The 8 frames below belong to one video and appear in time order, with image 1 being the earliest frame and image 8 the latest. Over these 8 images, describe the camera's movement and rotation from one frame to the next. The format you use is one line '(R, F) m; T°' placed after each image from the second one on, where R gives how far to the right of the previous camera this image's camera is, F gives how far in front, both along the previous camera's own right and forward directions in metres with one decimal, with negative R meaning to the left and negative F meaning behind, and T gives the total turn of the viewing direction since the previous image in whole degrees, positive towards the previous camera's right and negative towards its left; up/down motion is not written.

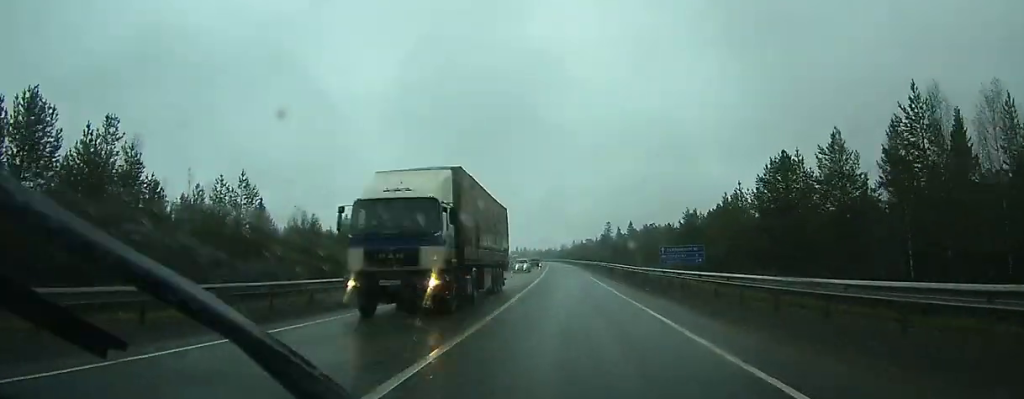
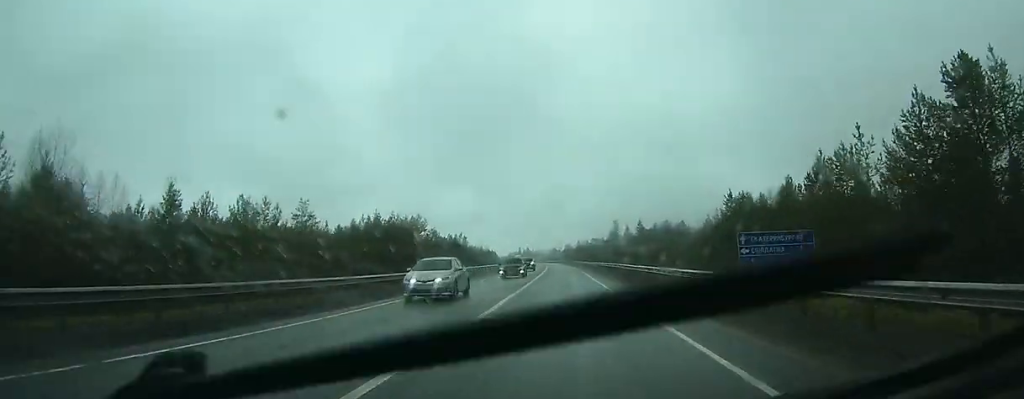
(-0.1, +23.2) m; 0°
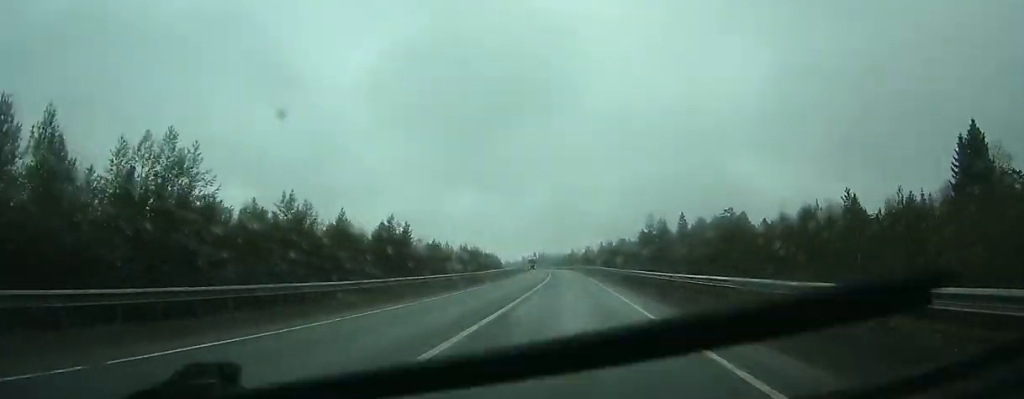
(-0.2, +66.3) m; -1°
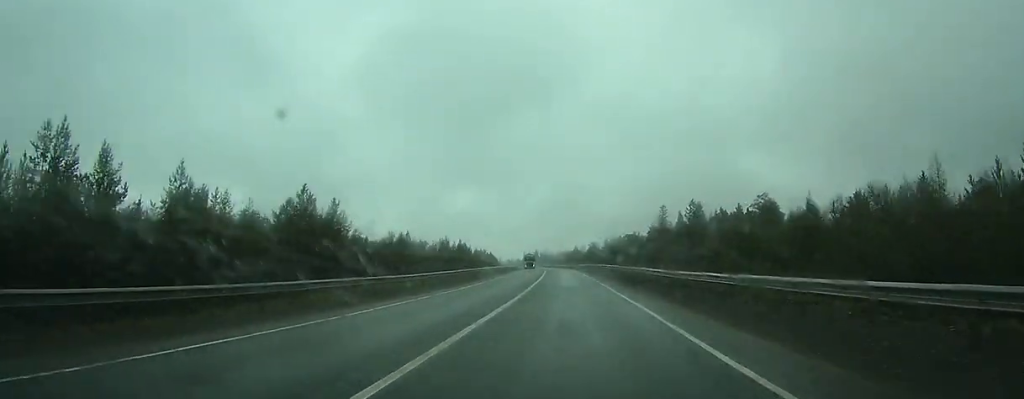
(-0.2, +26.6) m; -1°
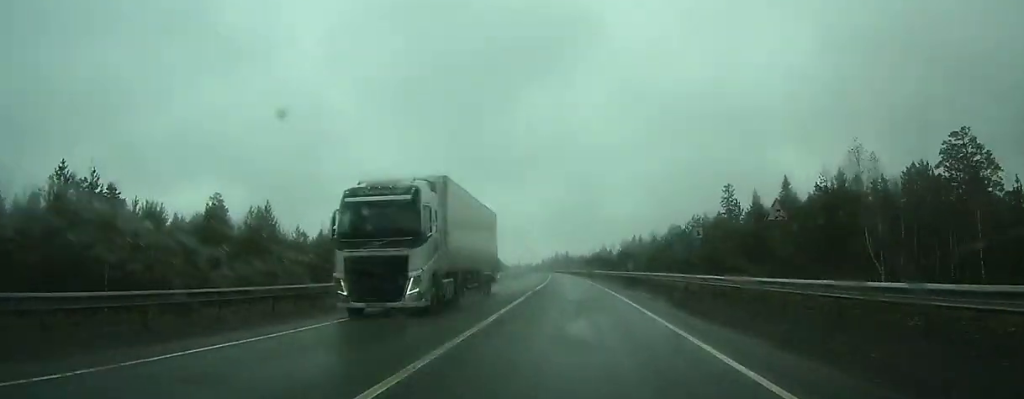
(-0.9, +64.9) m; -2°
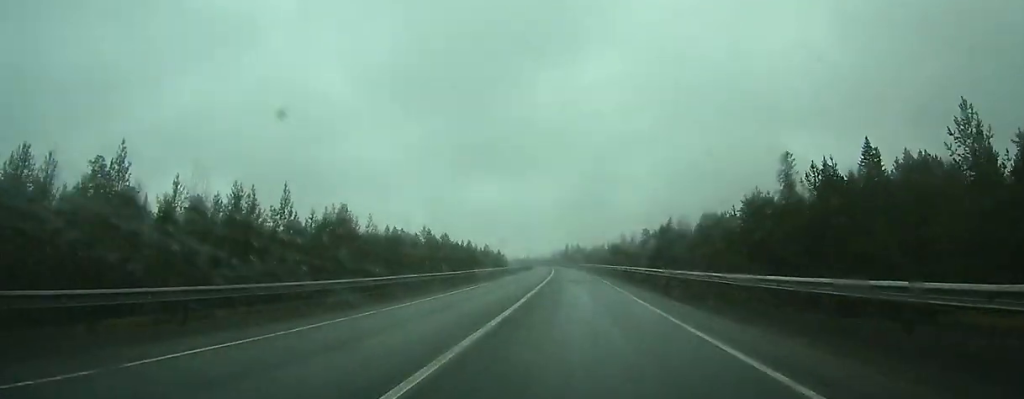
(-0.4, +35.1) m; -1°
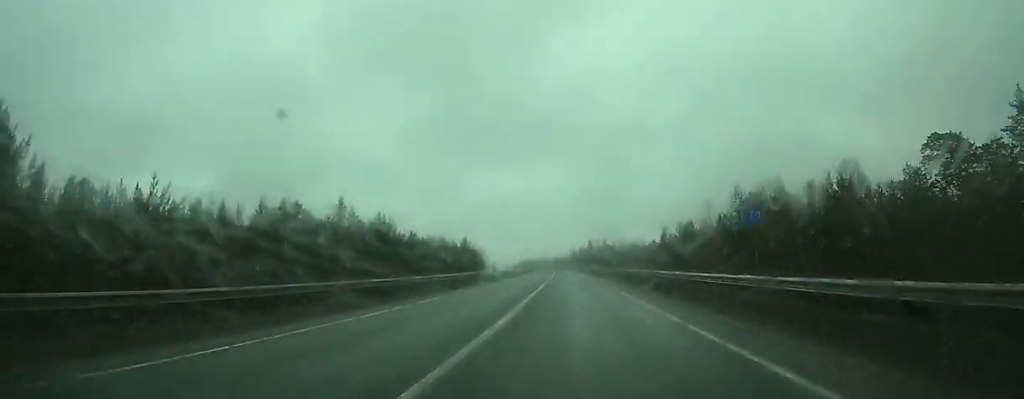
(-2.7, +100.5) m; -3°
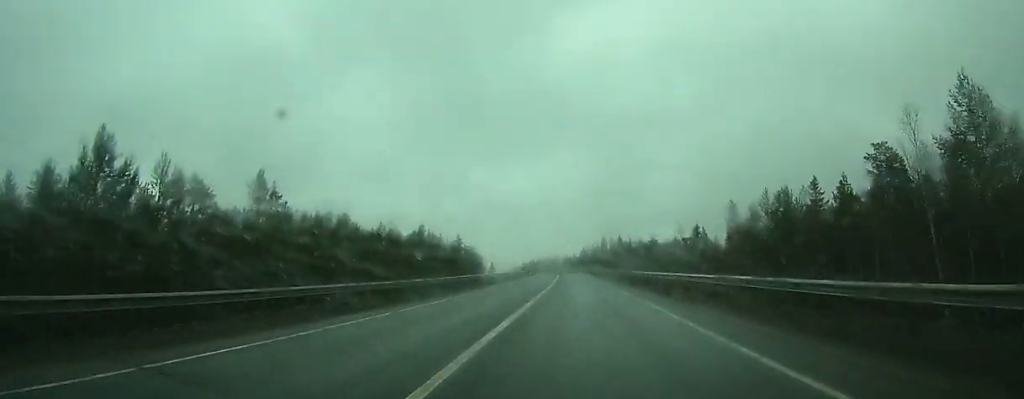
(-0.1, +38.6) m; -1°
